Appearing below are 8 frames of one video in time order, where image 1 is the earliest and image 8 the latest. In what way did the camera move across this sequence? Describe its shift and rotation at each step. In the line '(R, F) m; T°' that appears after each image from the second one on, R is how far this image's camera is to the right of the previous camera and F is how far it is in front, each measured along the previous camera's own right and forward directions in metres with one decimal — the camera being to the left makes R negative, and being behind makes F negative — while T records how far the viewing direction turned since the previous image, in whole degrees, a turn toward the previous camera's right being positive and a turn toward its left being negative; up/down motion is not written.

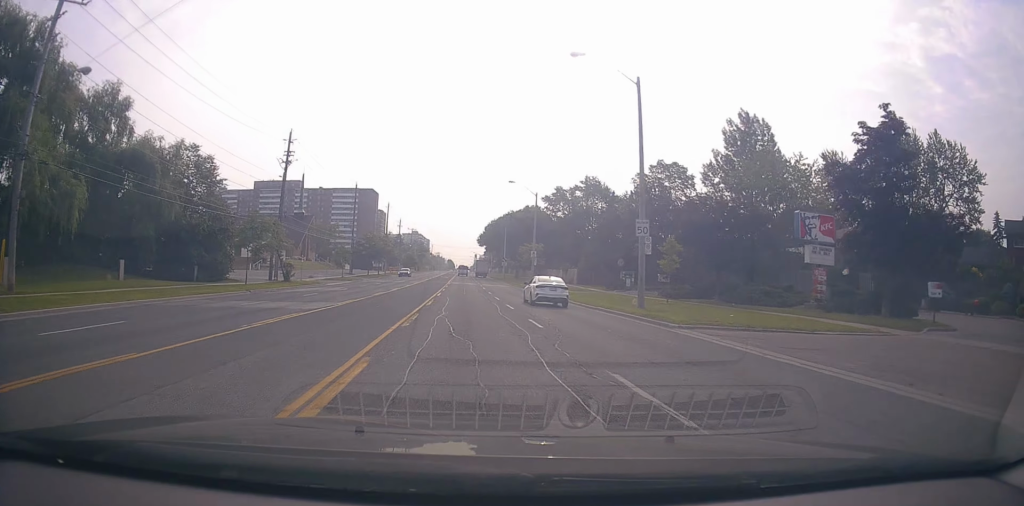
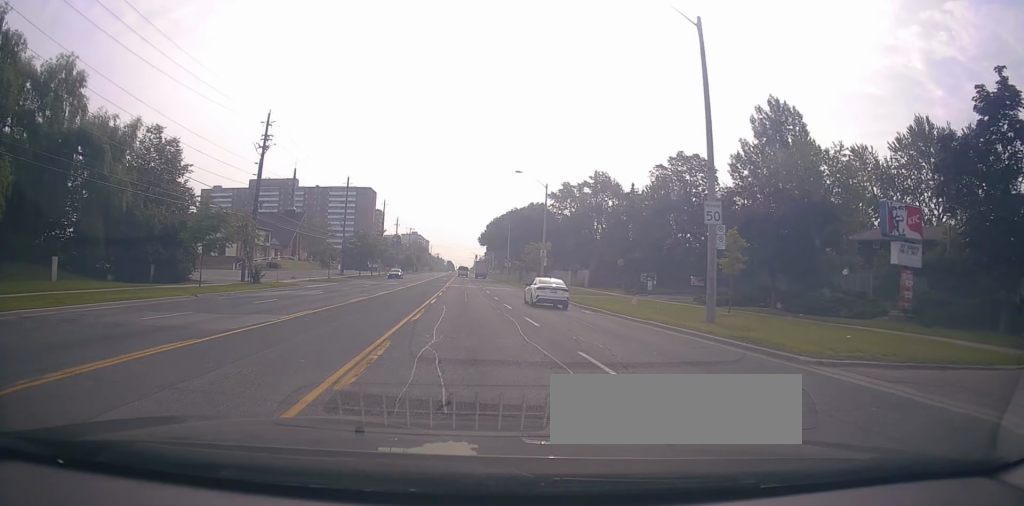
(0.0, +7.1) m; 0°
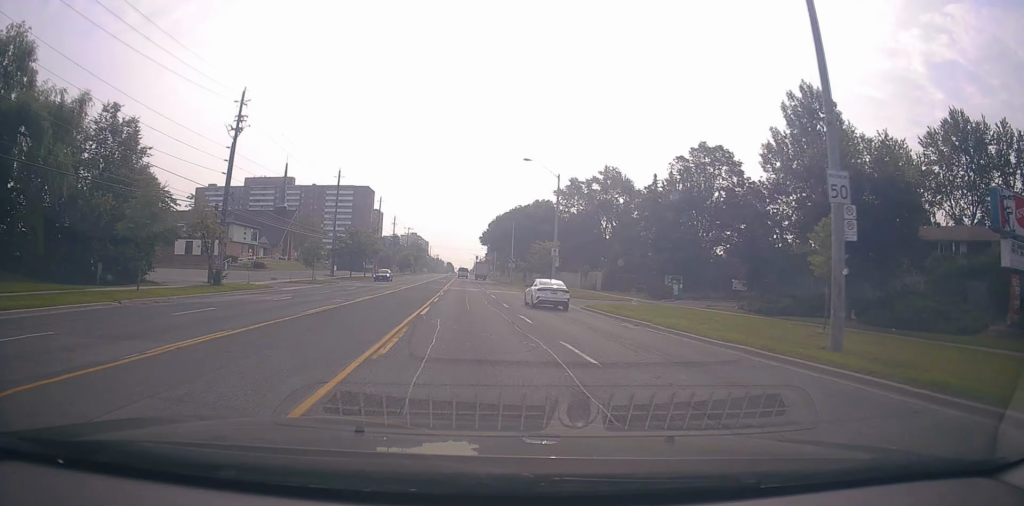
(-0.1, +6.6) m; 0°
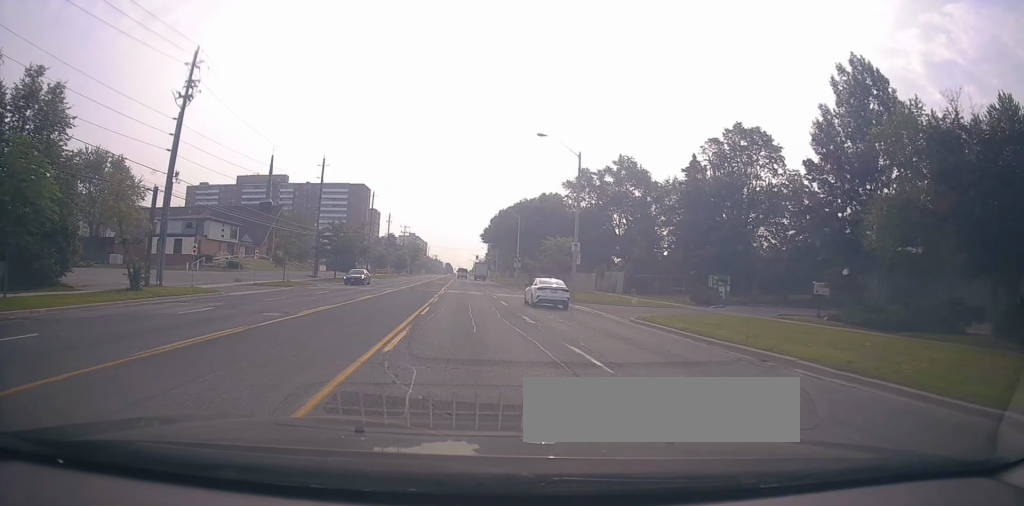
(0.0, +9.0) m; +1°
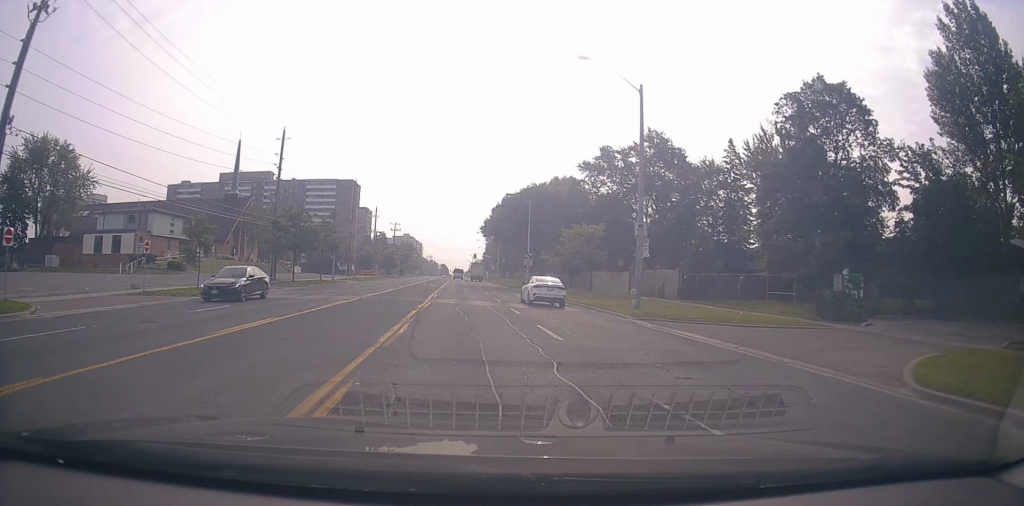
(+0.3, +15.2) m; +2°
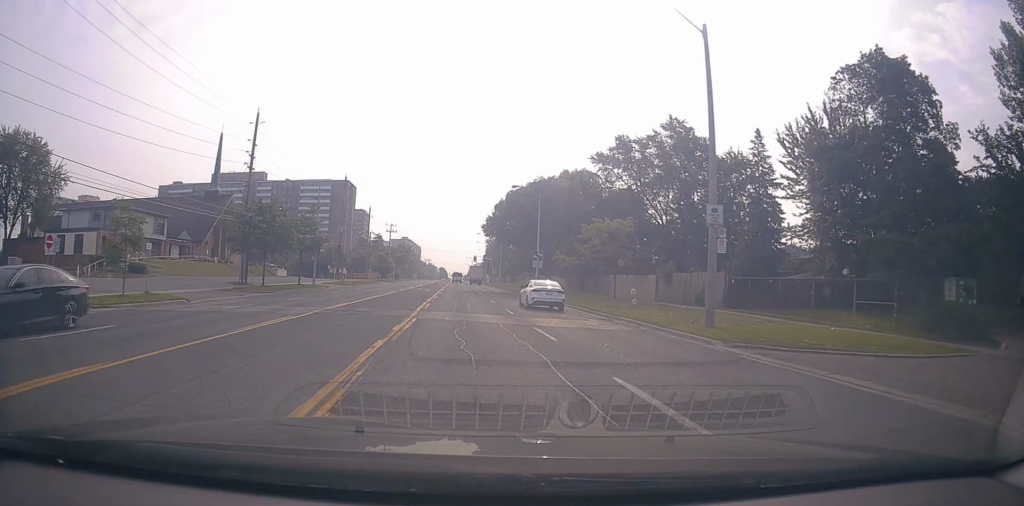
(+0.3, +7.6) m; -1°
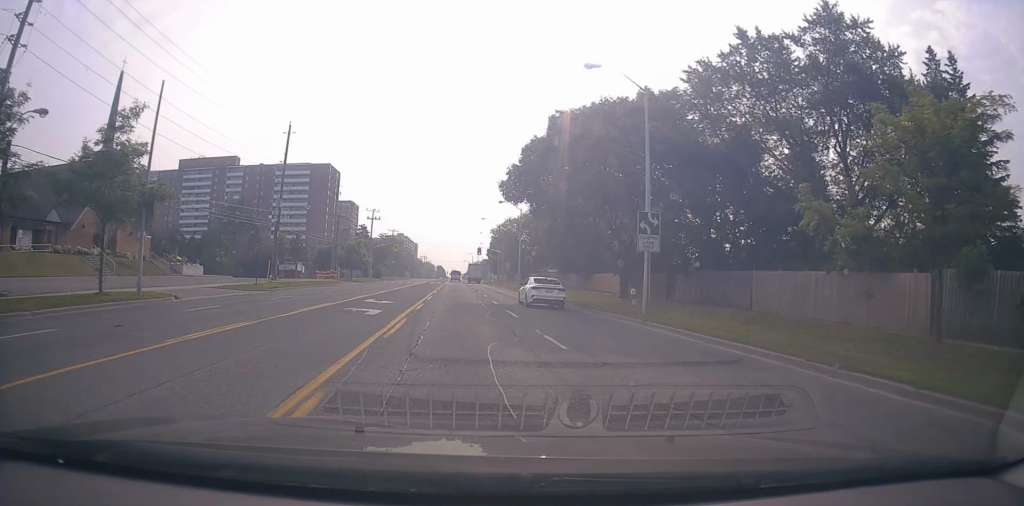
(-1.3, +30.1) m; -2°
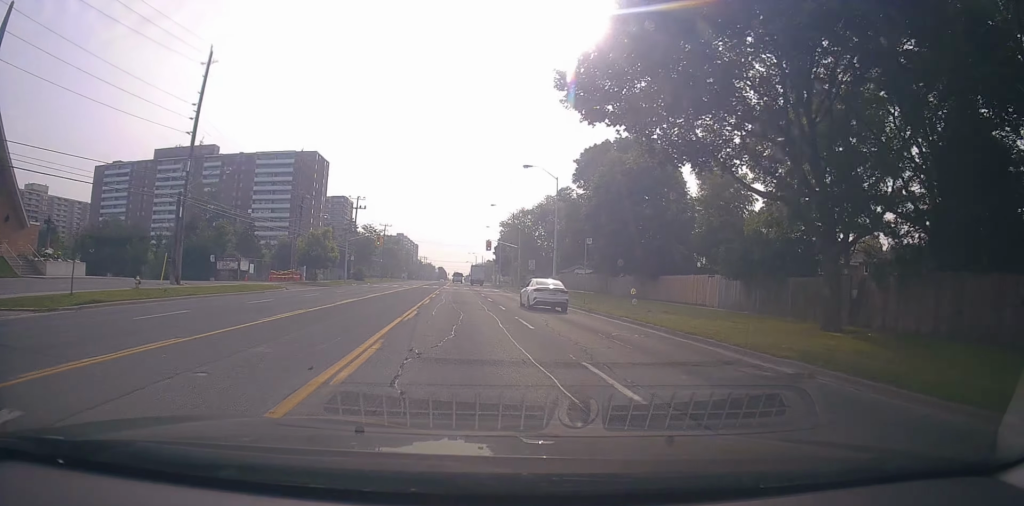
(+0.7, +21.8) m; +2°
